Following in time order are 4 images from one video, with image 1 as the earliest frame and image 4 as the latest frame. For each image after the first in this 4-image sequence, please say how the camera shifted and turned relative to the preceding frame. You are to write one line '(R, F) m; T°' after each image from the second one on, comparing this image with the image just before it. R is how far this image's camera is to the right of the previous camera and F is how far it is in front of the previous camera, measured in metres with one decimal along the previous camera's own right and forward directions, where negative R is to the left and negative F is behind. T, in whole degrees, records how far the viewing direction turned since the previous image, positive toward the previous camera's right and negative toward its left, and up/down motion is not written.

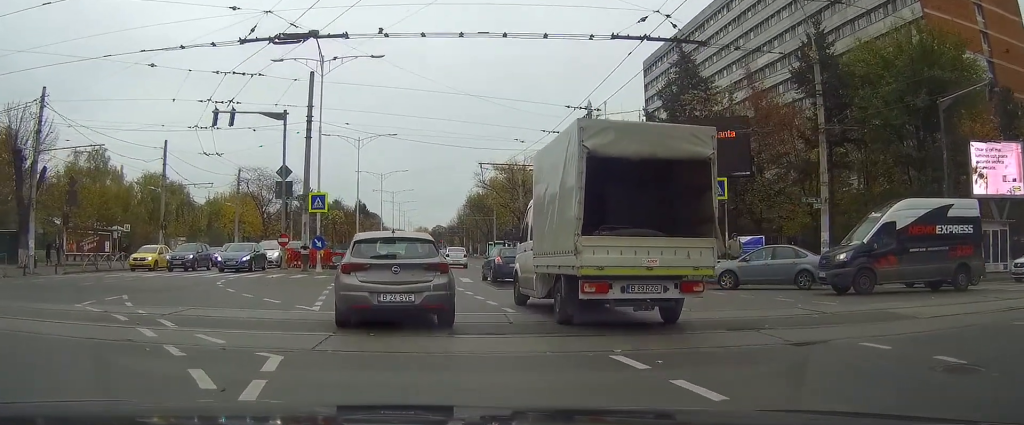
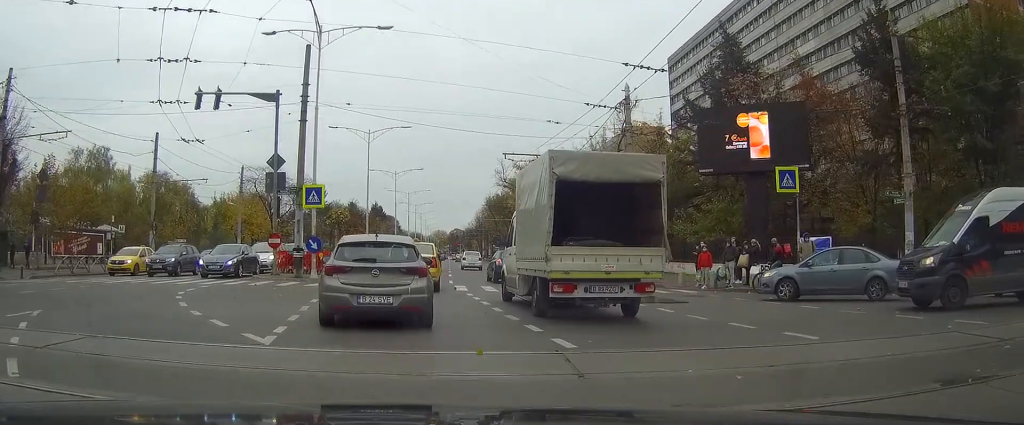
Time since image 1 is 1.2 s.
(0.0, +4.8) m; -3°
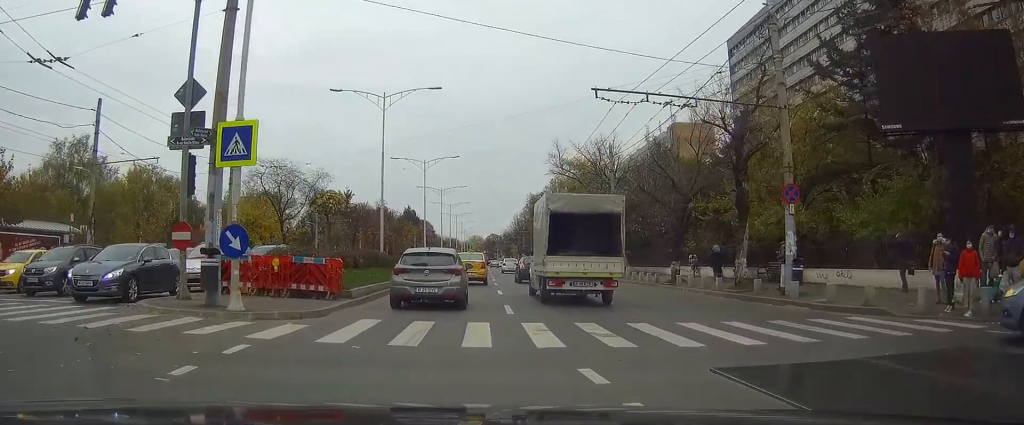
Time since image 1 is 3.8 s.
(-0.6, +13.9) m; -2°
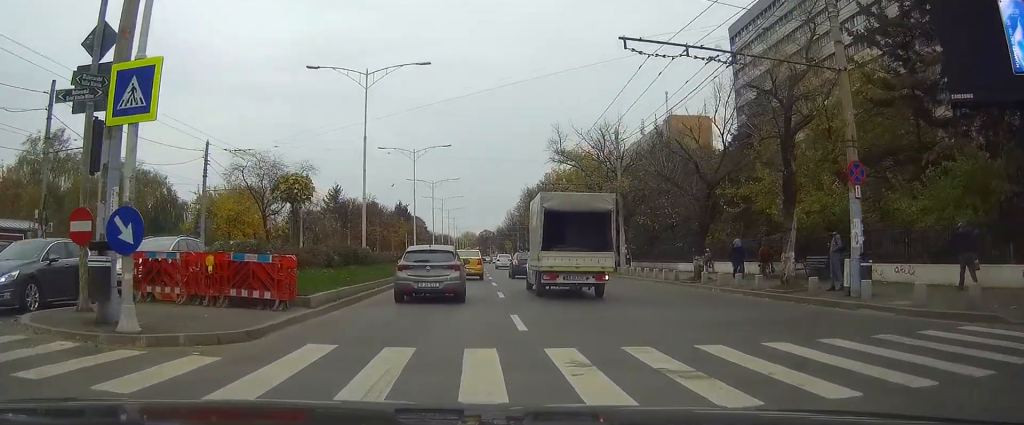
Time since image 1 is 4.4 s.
(0.0, +4.4) m; +1°
